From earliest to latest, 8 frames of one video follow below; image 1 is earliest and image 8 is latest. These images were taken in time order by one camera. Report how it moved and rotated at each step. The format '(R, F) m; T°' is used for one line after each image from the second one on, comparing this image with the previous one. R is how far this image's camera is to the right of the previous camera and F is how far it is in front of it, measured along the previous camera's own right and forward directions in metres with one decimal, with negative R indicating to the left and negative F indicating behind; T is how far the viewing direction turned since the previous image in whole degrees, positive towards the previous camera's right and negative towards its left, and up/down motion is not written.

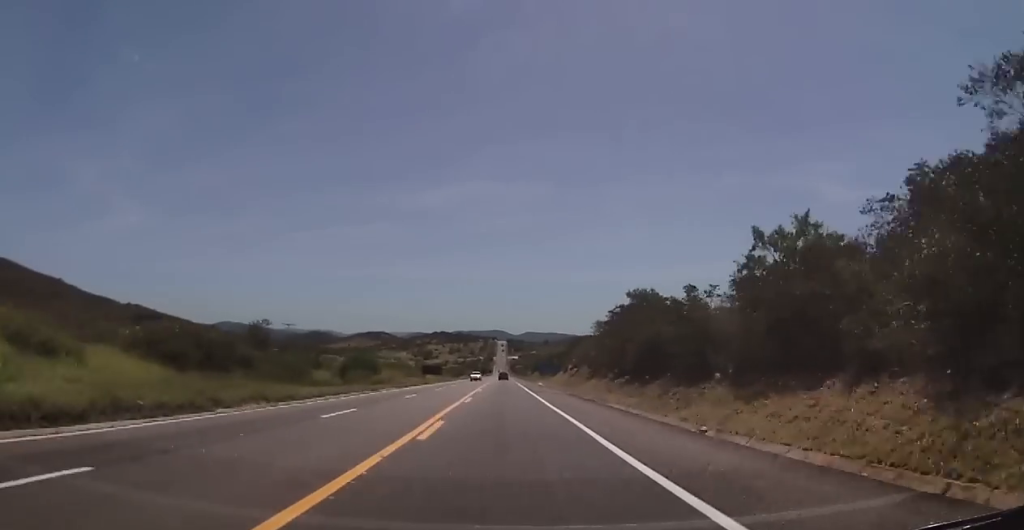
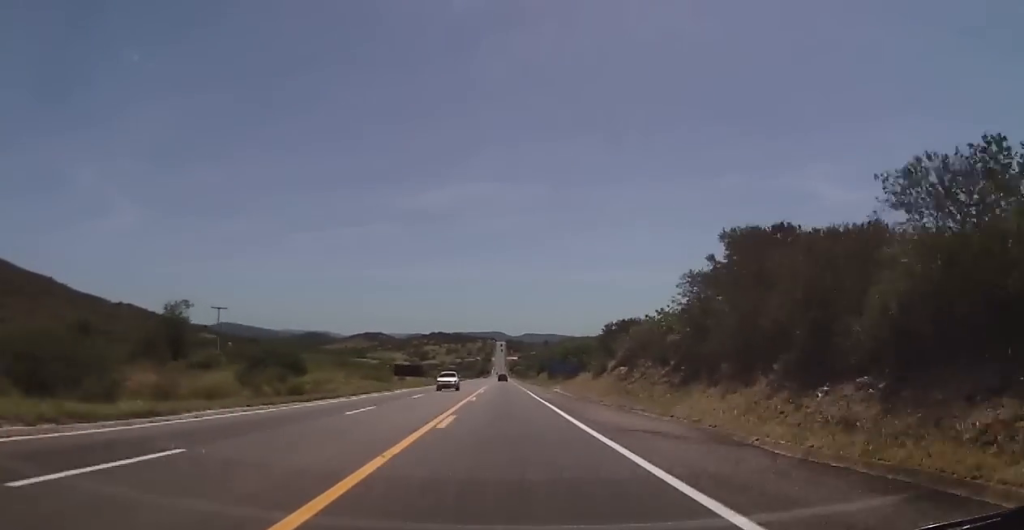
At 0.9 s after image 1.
(0.0, +29.0) m; 0°
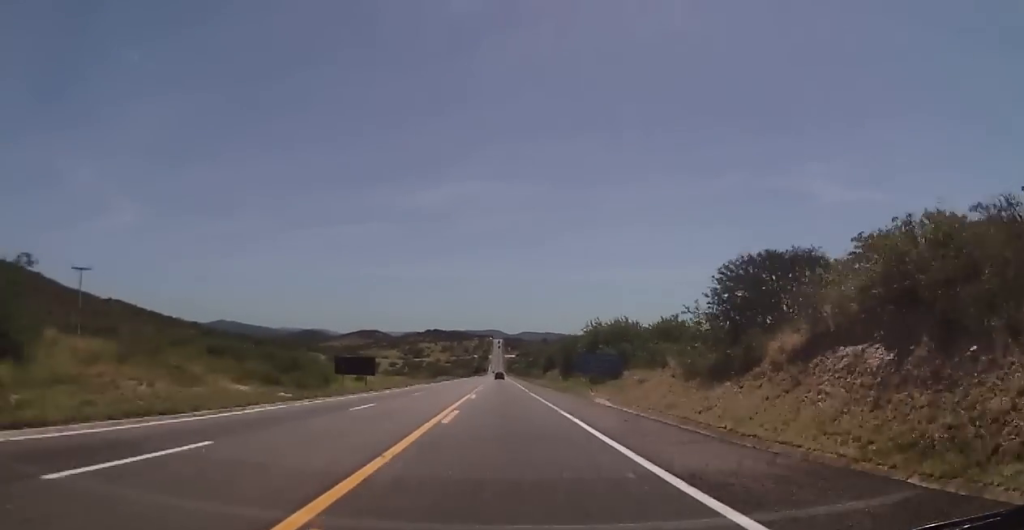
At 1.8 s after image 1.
(0.0, +30.7) m; 0°
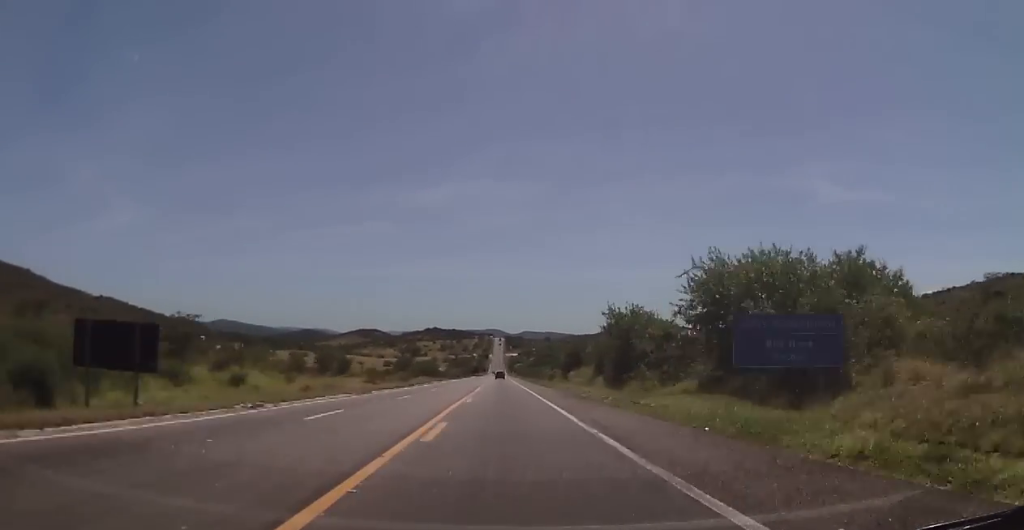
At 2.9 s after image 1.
(0.0, +37.0) m; 0°
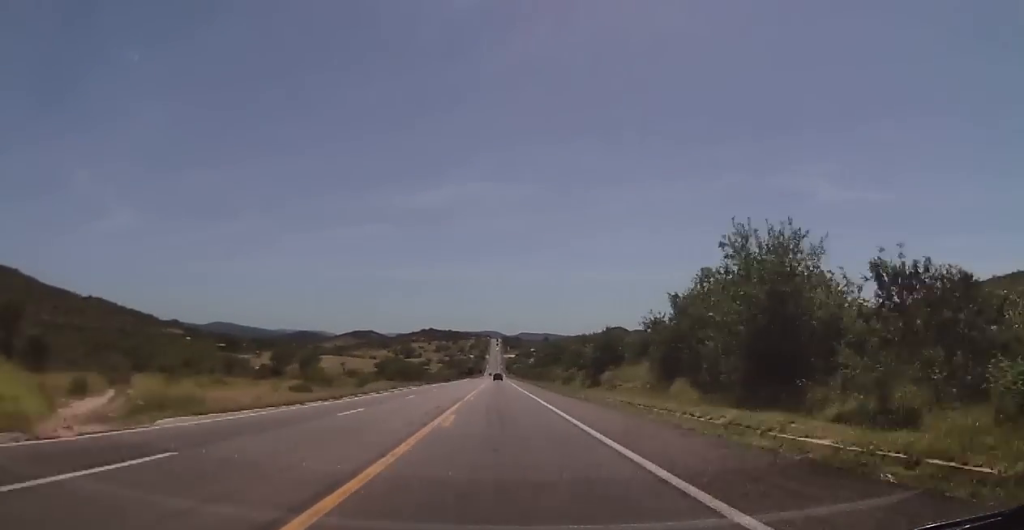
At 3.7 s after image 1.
(0.0, +27.4) m; +1°
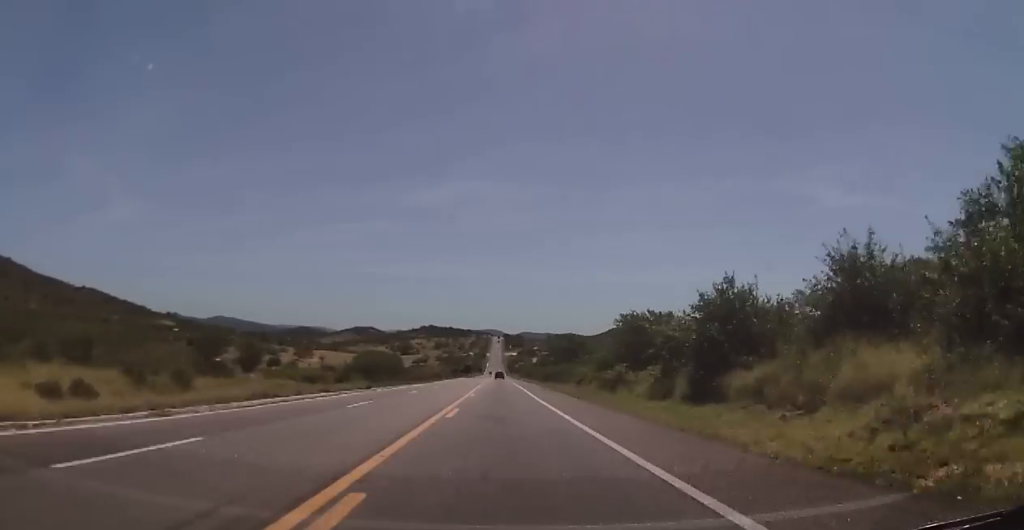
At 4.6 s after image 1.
(+0.4, +30.2) m; 0°
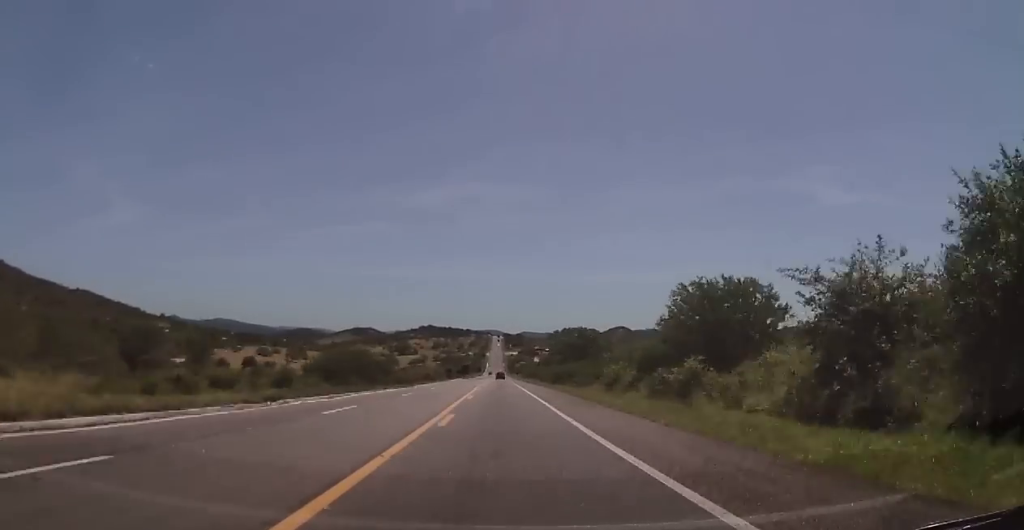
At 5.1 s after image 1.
(0.0, +18.8) m; 0°
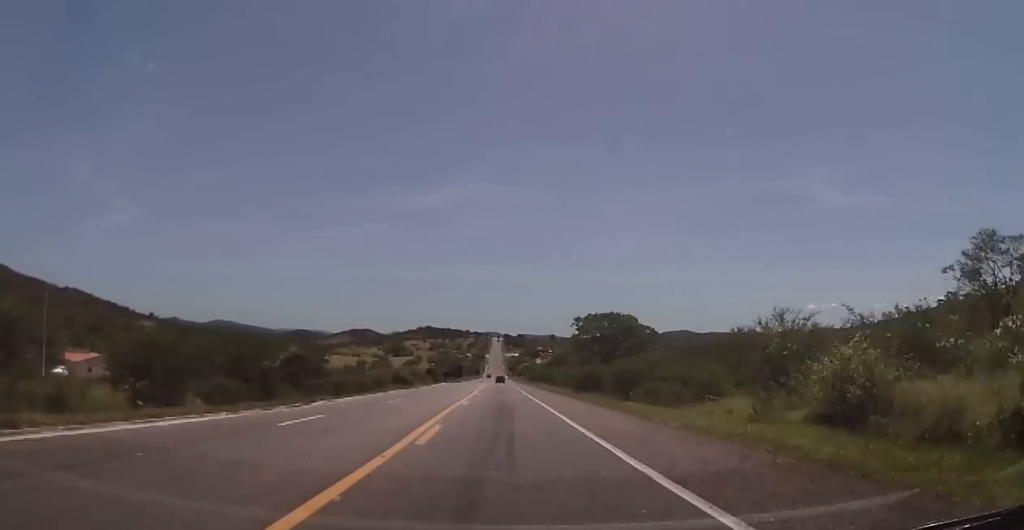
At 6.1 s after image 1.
(-0.4, +35.8) m; -1°
